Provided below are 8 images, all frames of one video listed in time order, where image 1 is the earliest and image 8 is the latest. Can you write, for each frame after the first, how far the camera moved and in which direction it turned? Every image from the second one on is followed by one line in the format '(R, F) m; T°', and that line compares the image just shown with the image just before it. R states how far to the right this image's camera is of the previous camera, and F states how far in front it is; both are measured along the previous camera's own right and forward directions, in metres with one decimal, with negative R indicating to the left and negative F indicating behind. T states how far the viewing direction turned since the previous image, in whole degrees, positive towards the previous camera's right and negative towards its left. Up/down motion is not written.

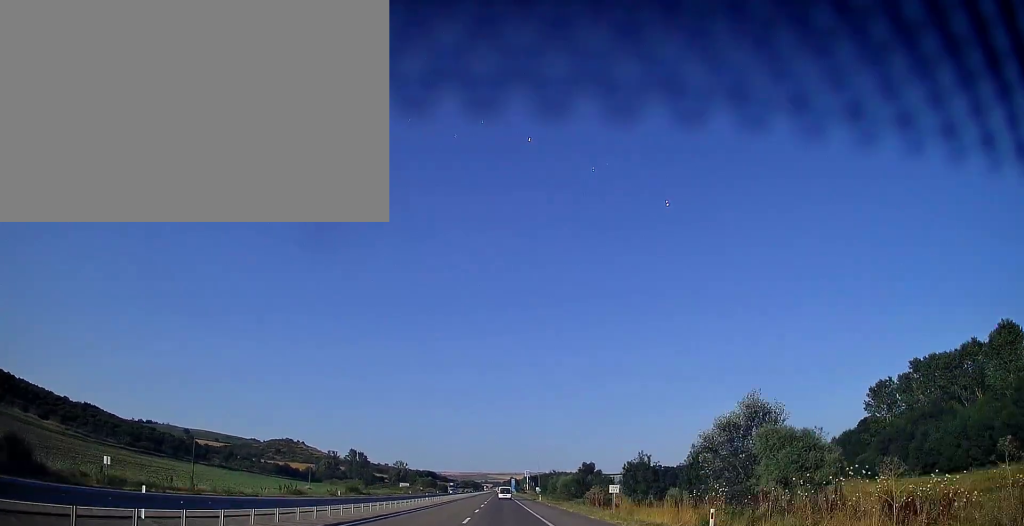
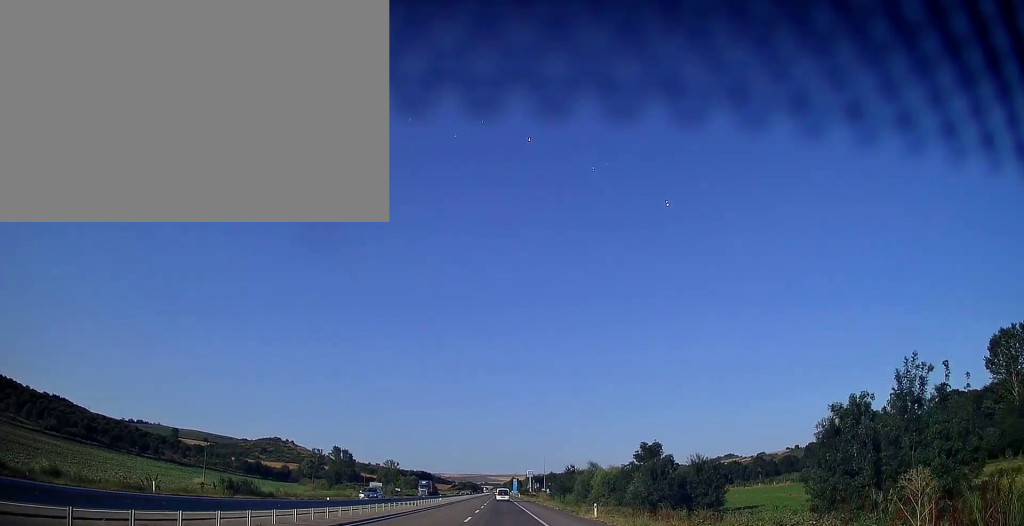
(-0.1, +46.0) m; 0°
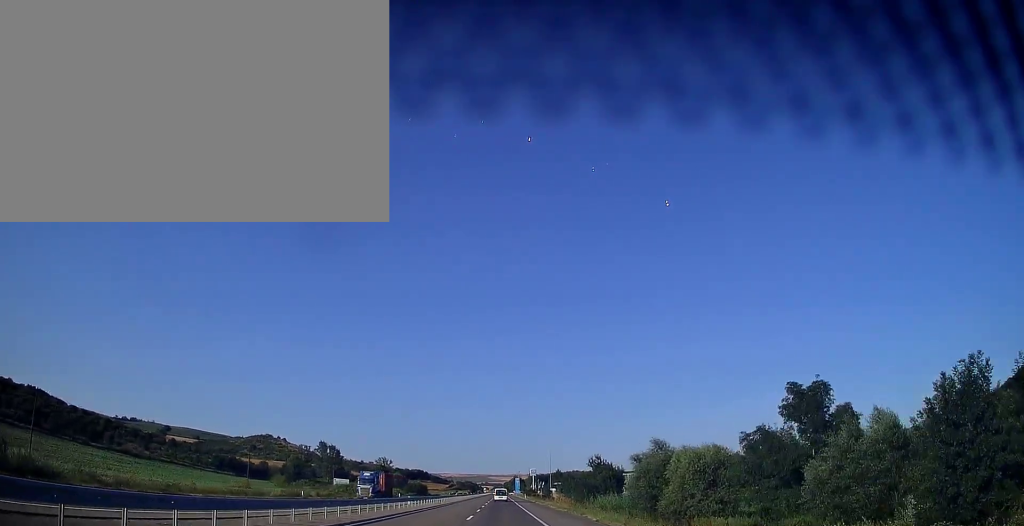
(+0.1, +34.3) m; 0°
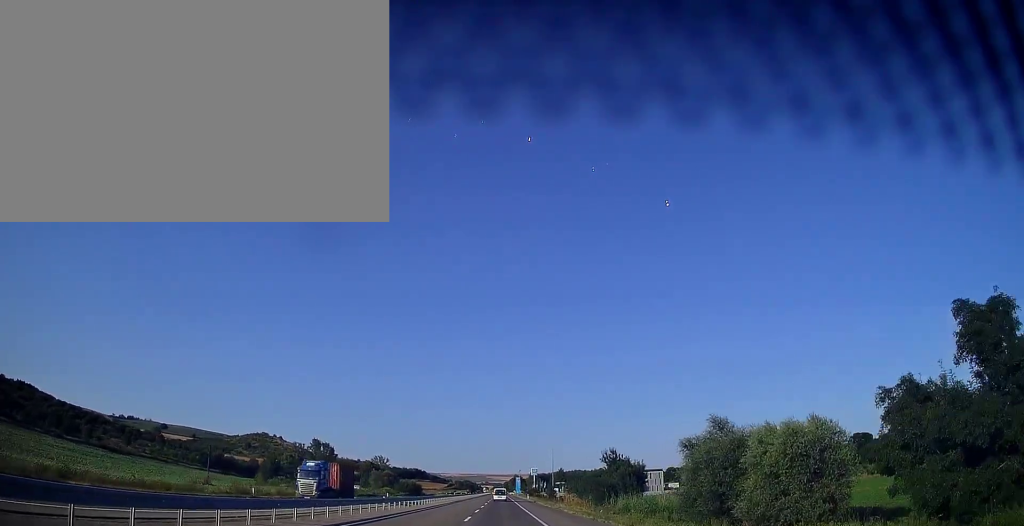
(0.0, +13.7) m; 0°
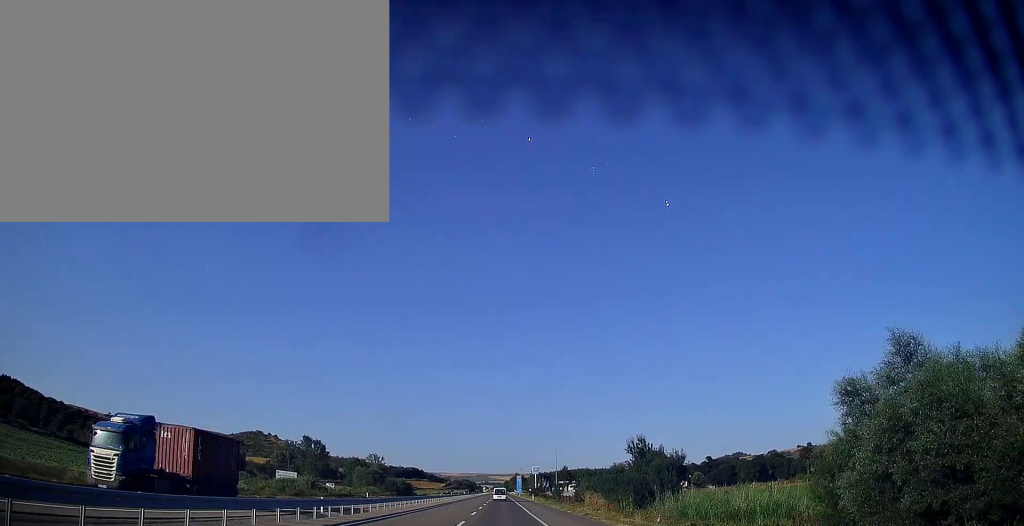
(-0.1, +17.7) m; 0°
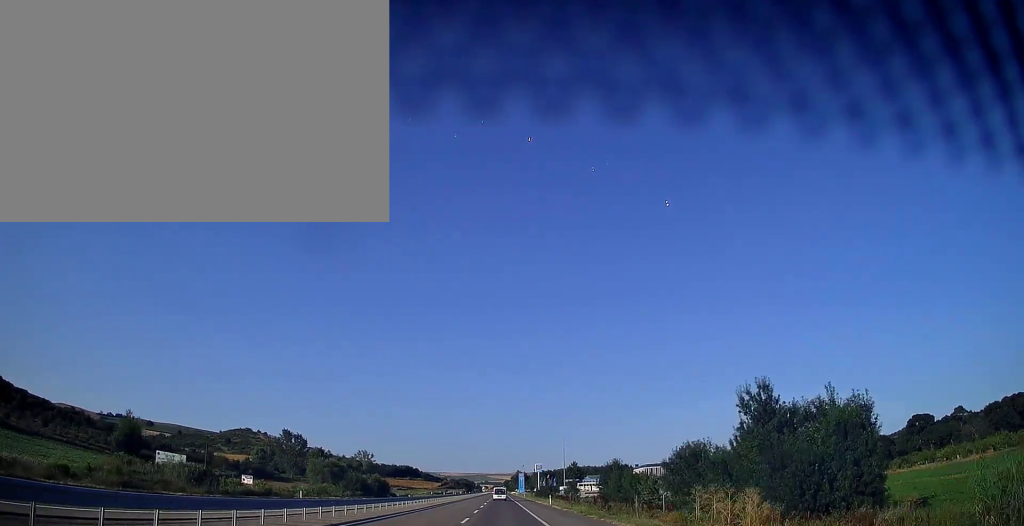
(+0.3, +33.3) m; 0°
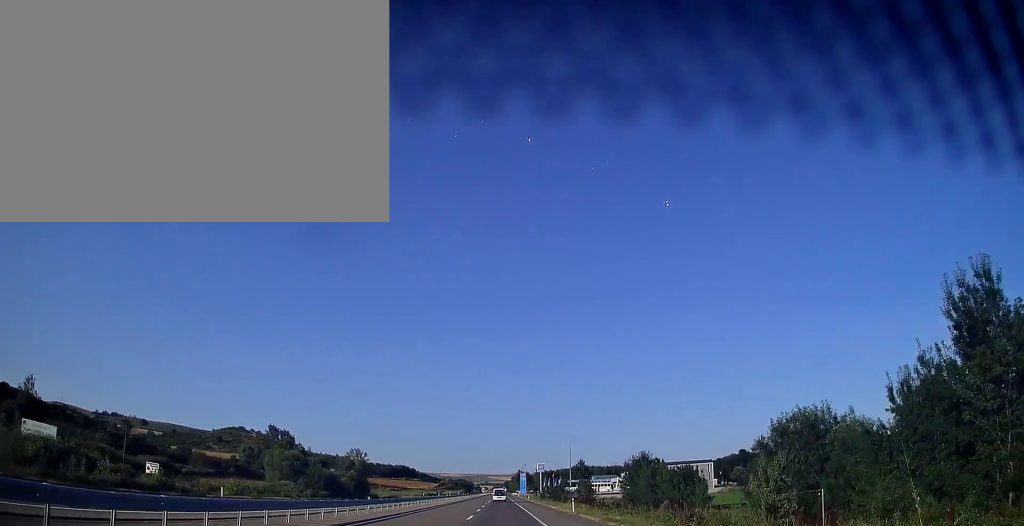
(-0.1, +19.7) m; 0°
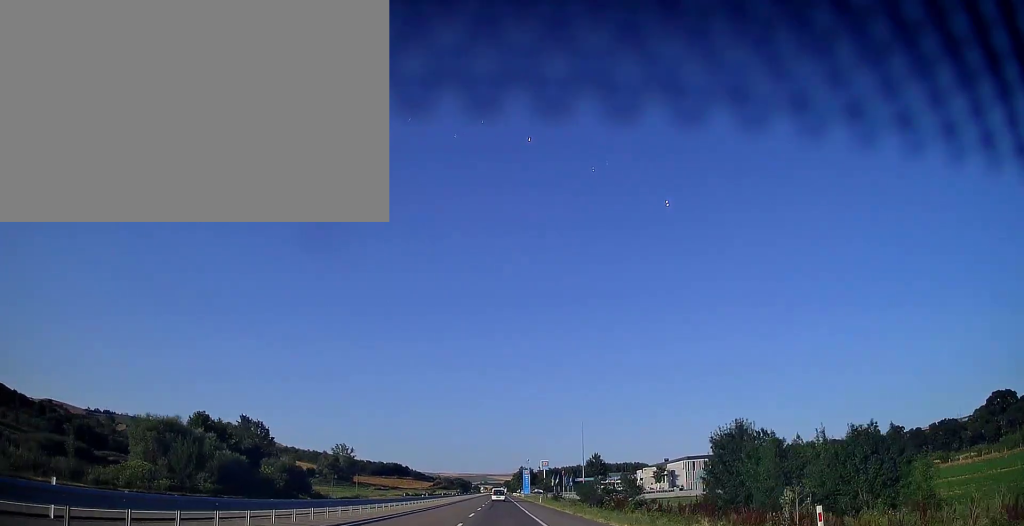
(0.0, +33.5) m; 0°
